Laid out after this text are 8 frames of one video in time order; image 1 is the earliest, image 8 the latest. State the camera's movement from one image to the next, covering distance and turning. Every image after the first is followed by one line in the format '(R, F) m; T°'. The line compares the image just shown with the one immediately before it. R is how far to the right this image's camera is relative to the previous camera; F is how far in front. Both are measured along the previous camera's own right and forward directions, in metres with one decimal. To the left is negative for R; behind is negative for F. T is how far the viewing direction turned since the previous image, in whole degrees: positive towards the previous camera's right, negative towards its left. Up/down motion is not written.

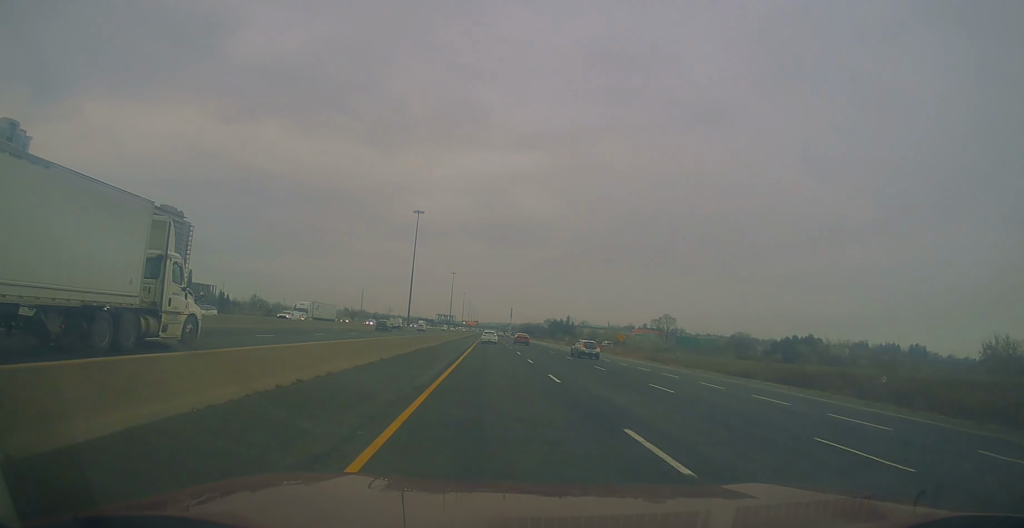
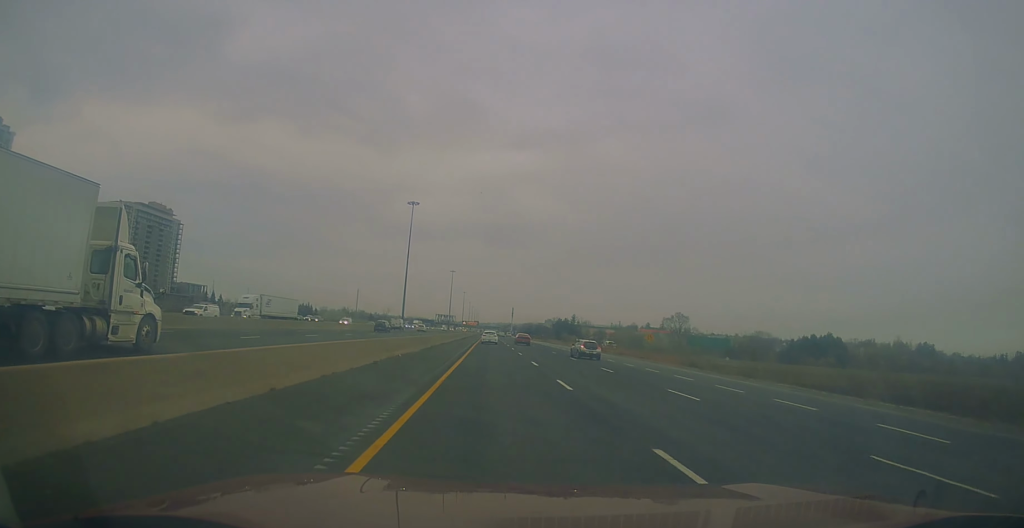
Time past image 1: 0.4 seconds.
(+0.1, +13.5) m; 0°
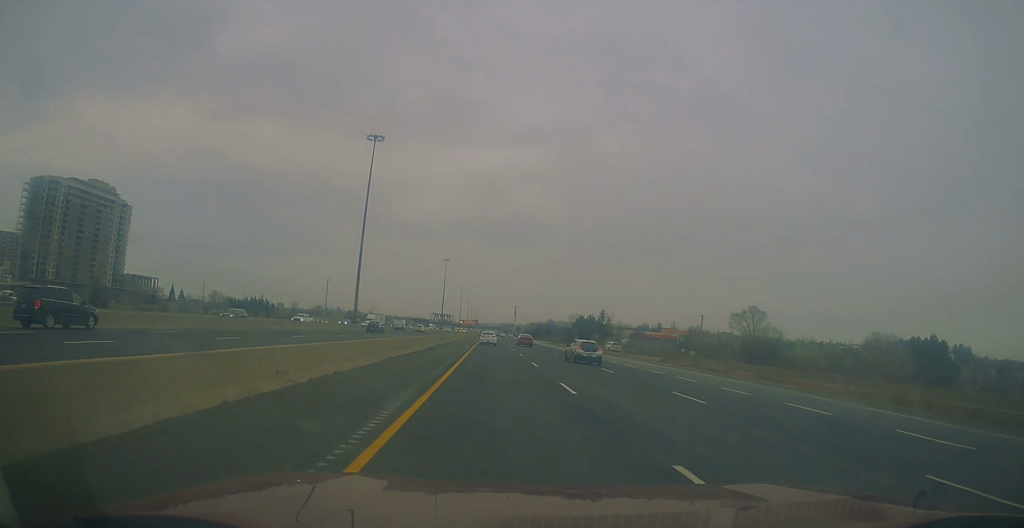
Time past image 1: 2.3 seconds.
(-1.1, +59.7) m; -2°
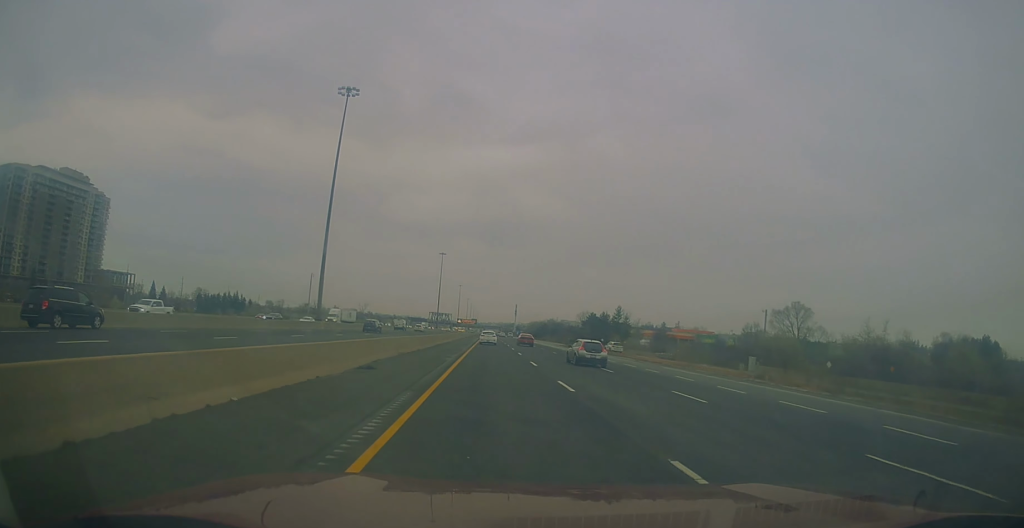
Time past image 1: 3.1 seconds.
(0.0, +23.2) m; 0°
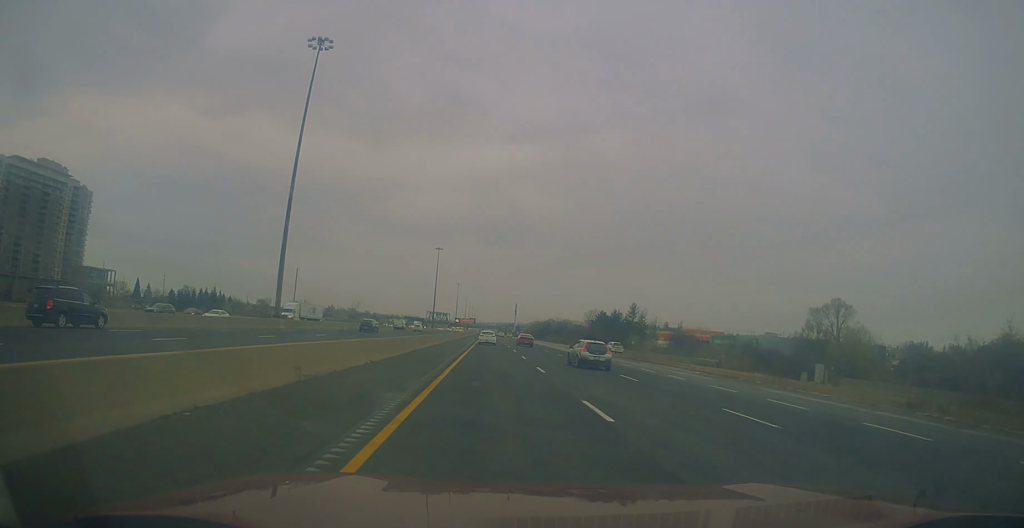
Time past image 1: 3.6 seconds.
(0.0, +16.9) m; 0°
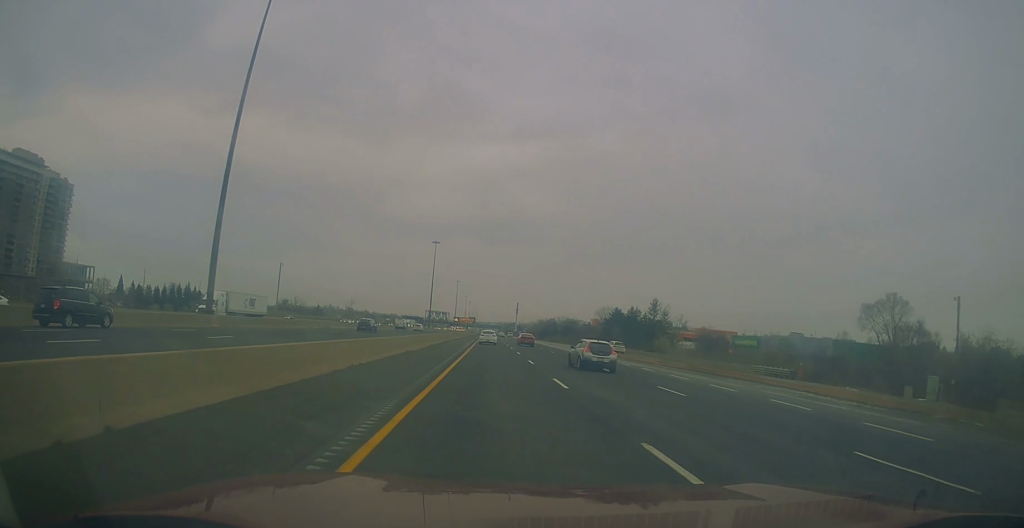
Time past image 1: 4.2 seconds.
(+0.1, +18.0) m; +1°
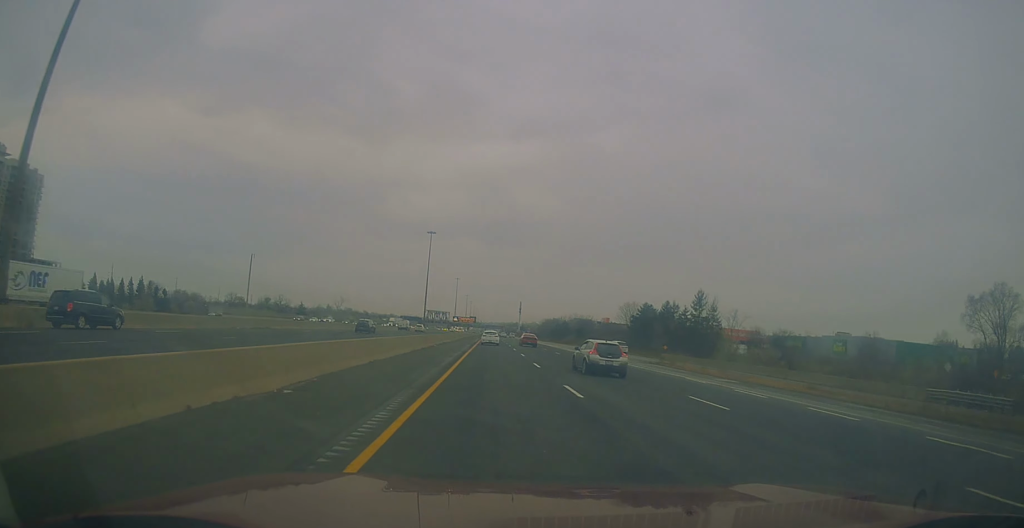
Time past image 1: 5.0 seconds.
(+0.2, +26.4) m; 0°
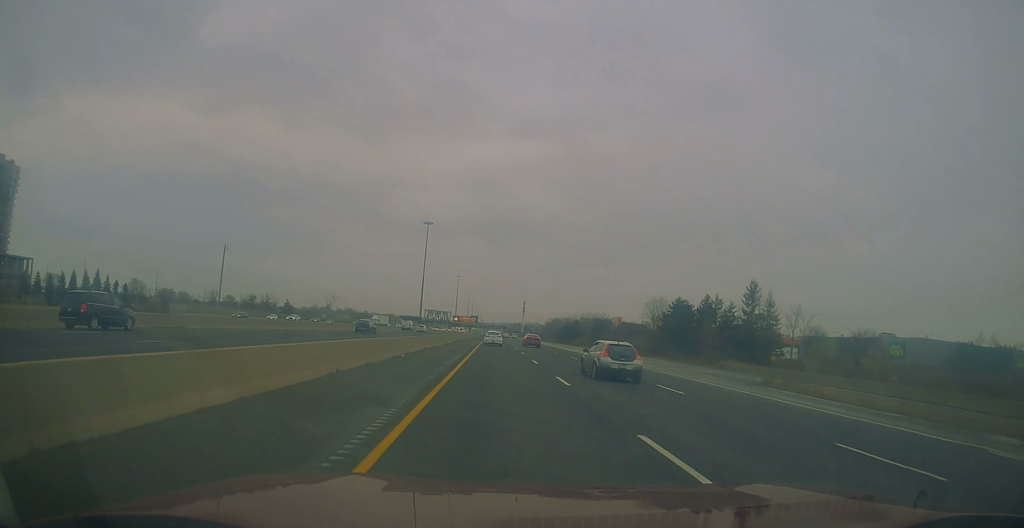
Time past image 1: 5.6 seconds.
(+0.1, +20.1) m; -1°
